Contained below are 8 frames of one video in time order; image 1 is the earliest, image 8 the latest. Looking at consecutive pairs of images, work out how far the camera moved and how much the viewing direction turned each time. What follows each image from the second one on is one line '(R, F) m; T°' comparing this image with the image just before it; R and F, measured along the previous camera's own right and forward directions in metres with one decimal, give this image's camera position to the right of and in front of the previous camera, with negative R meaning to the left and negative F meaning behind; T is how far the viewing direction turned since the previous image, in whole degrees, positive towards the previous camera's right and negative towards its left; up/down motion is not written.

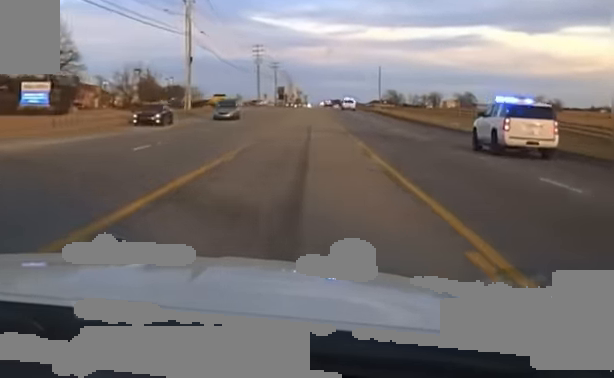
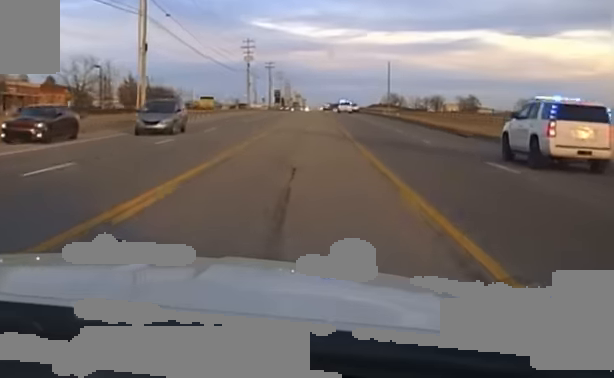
(0.0, +20.5) m; 0°
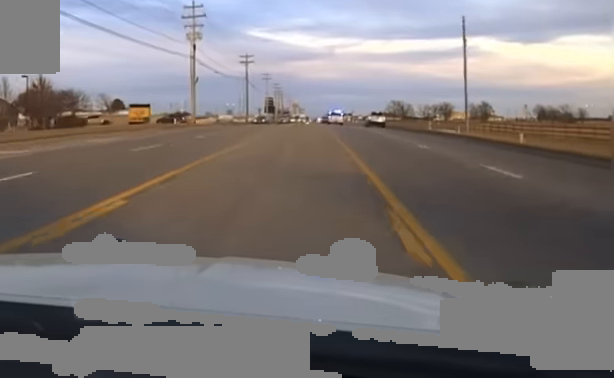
(0.0, +65.7) m; 0°
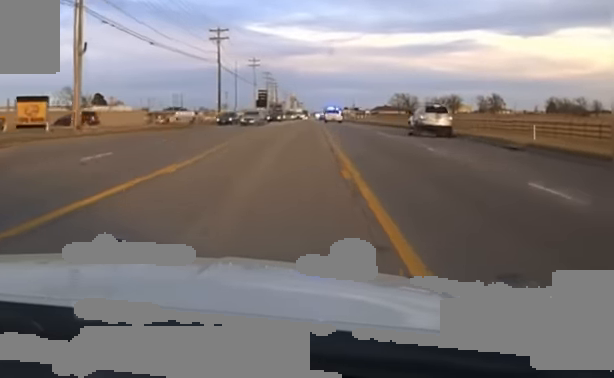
(0.0, +44.5) m; 0°
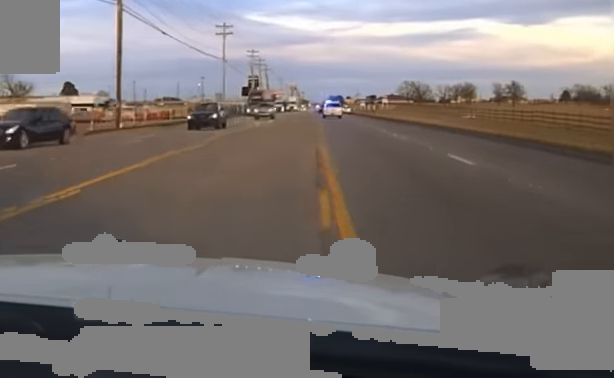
(0.0, +51.1) m; 0°
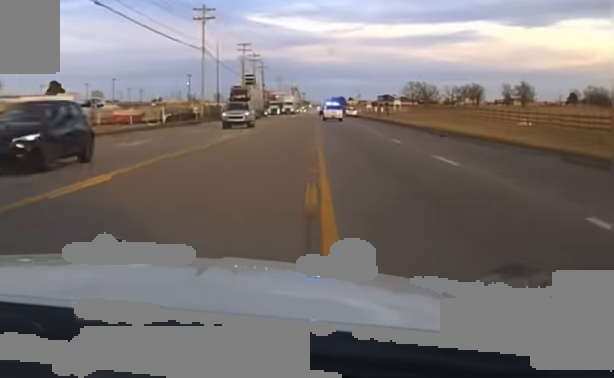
(0.0, +21.1) m; 0°
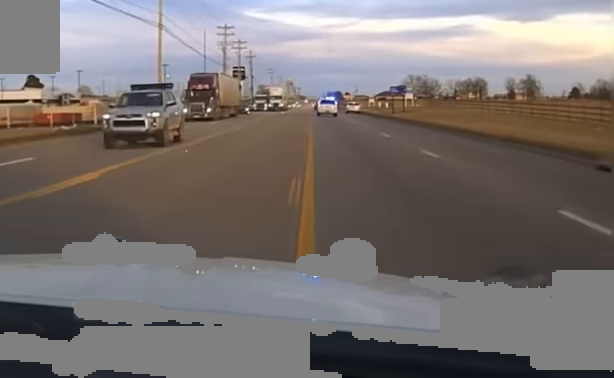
(0.0, +24.6) m; 0°
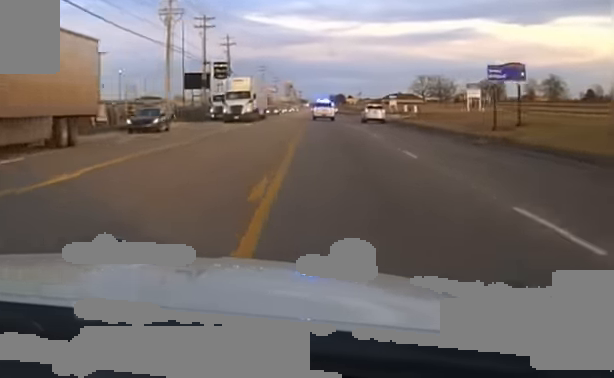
(0.0, +47.1) m; 0°
